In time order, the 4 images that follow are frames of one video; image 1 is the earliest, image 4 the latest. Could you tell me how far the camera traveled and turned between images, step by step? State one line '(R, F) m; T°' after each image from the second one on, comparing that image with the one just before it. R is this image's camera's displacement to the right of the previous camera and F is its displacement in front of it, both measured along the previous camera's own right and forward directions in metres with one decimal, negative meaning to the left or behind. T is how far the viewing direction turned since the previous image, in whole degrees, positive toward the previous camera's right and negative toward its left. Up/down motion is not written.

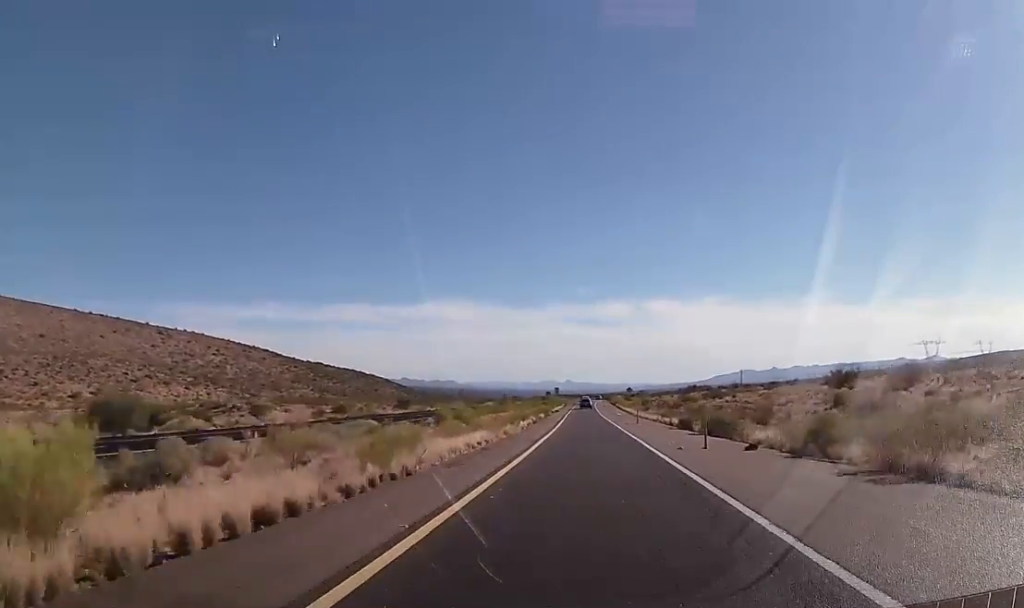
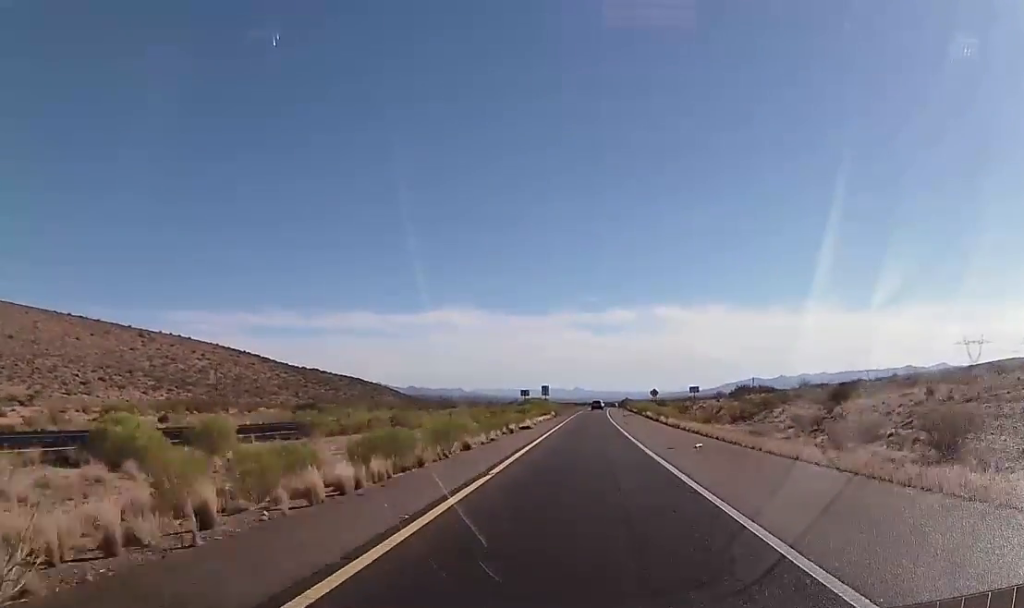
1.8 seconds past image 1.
(-0.3, +60.8) m; 0°
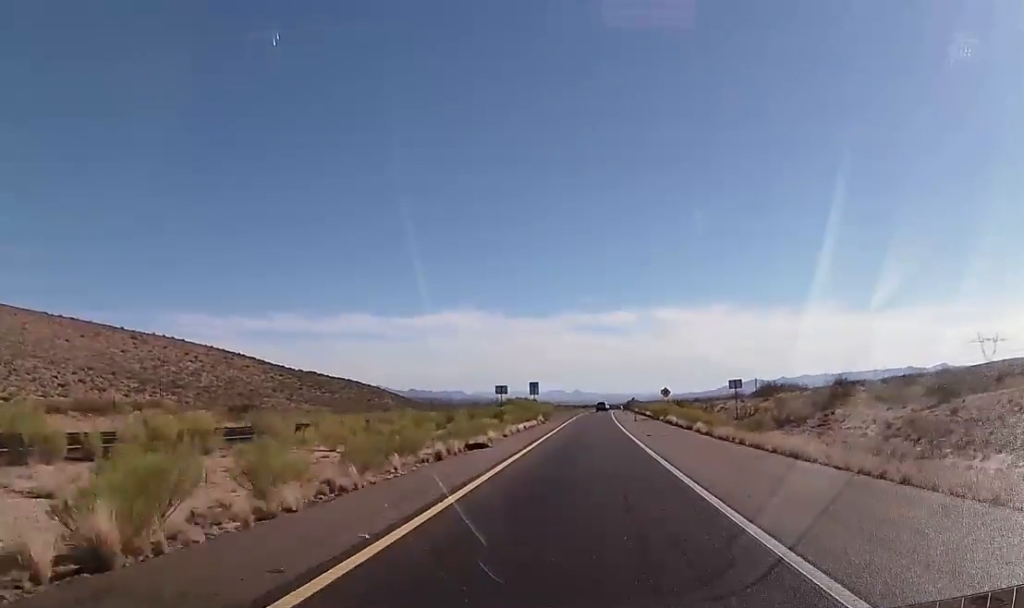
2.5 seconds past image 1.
(+0.1, +21.0) m; 0°
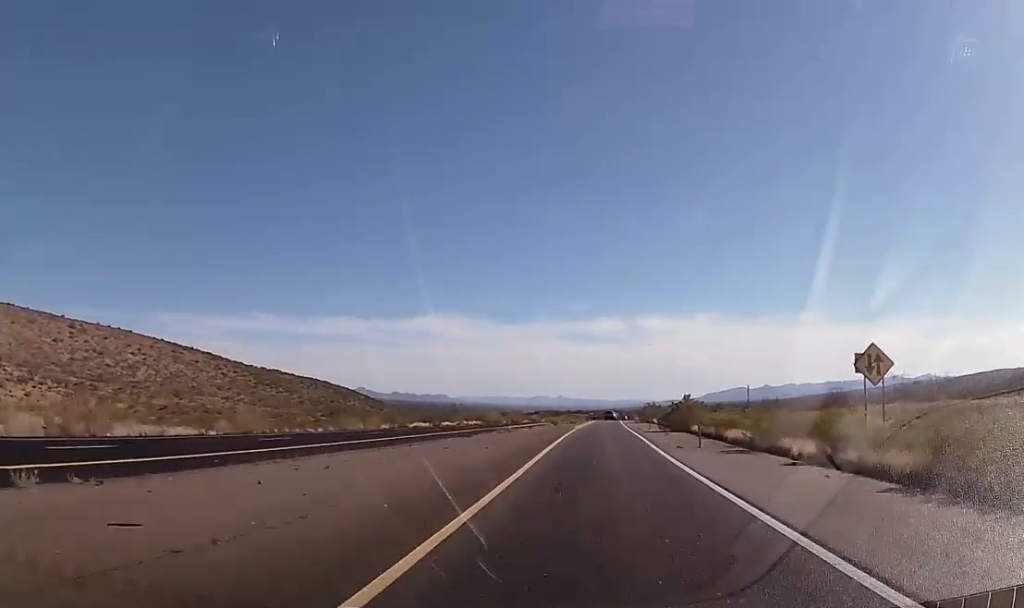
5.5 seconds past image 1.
(-0.5, +100.4) m; 0°
